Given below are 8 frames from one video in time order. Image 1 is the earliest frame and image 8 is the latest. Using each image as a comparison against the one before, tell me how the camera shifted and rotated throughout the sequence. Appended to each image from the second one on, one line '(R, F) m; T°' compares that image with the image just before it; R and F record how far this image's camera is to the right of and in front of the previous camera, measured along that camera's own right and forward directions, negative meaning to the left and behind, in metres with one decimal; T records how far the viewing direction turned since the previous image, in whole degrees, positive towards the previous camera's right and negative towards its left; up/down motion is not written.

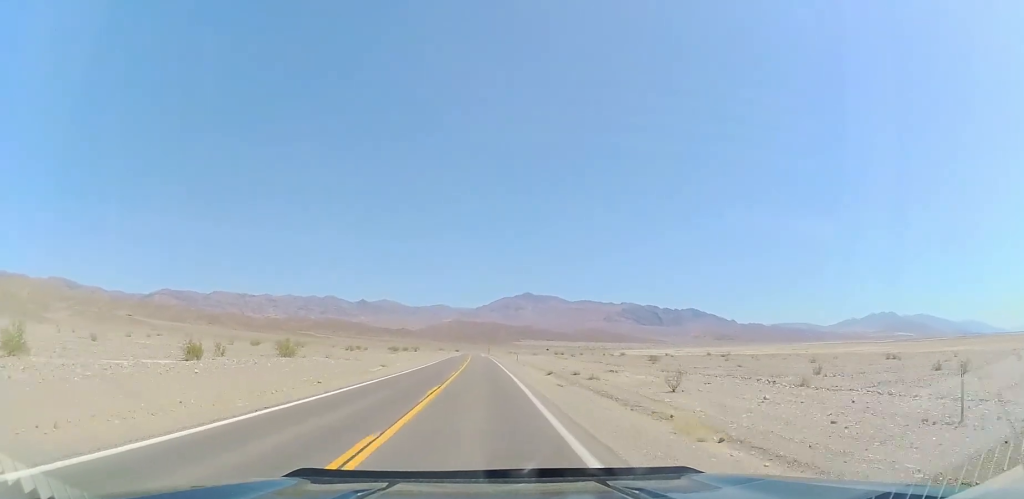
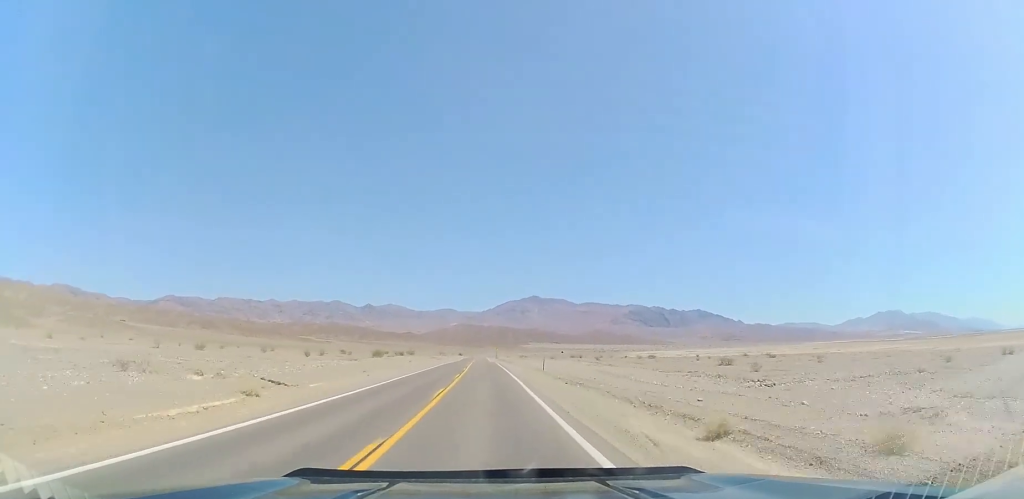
(+0.5, +28.6) m; -1°
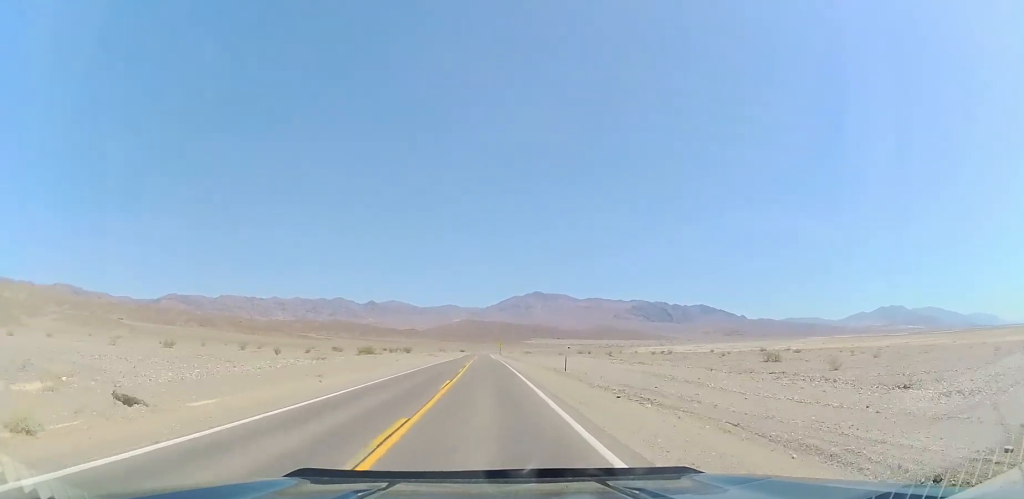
(-0.3, +11.8) m; 0°
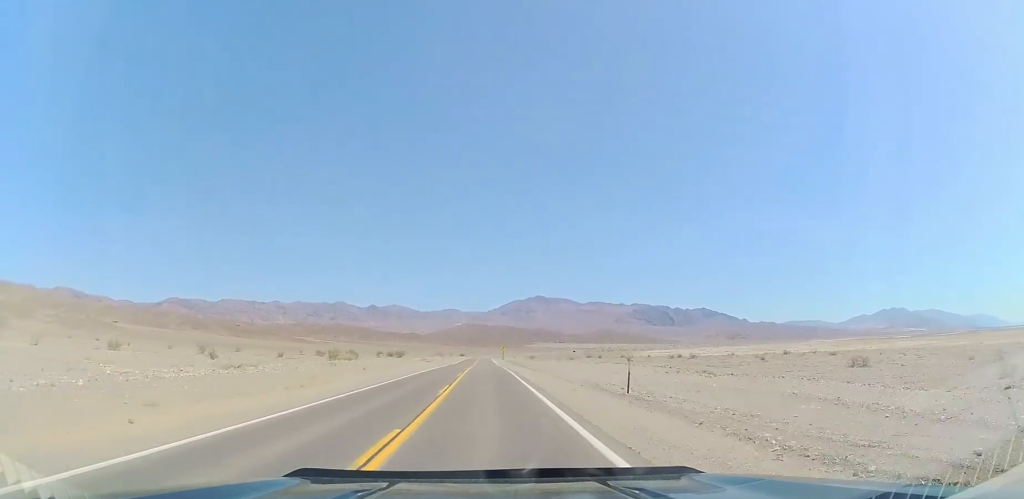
(-0.4, +15.8) m; -1°
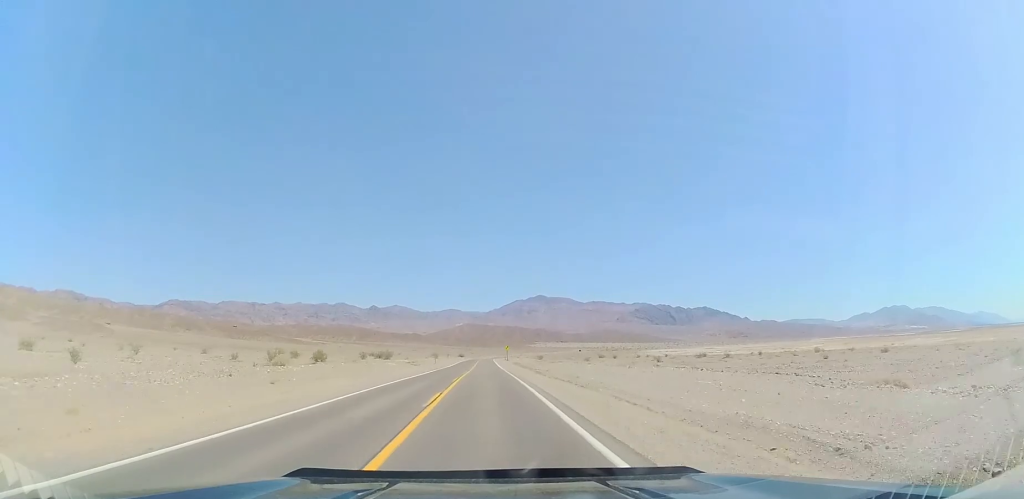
(+0.2, +18.8) m; +1°
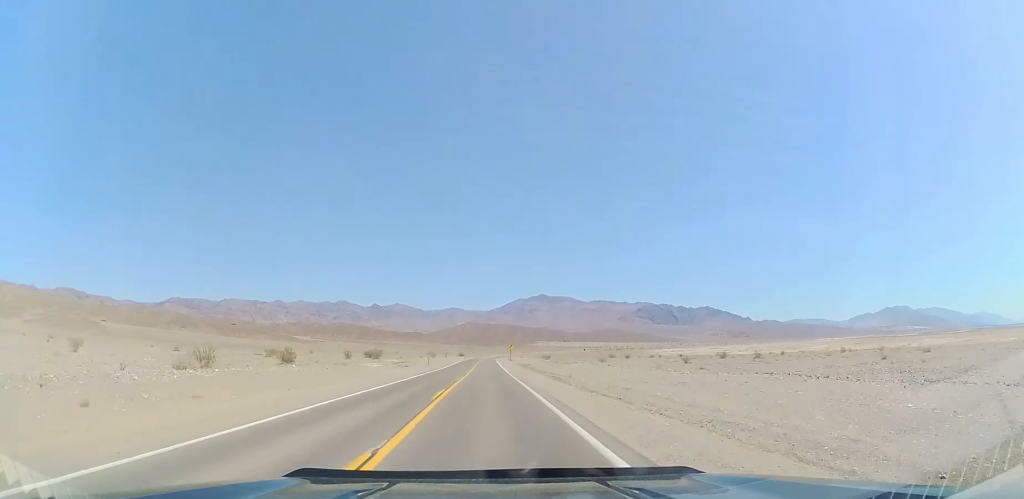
(+0.1, +12.8) m; +1°
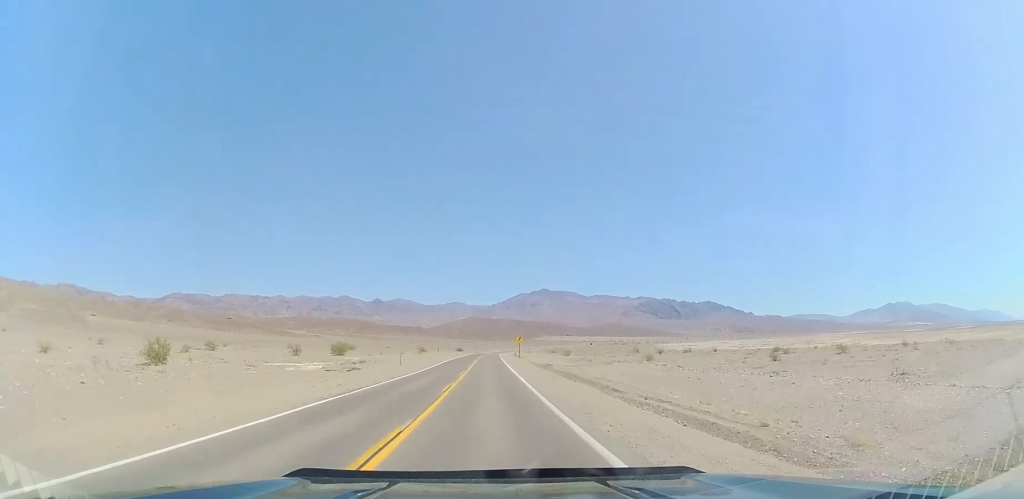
(+0.1, +26.6) m; 0°
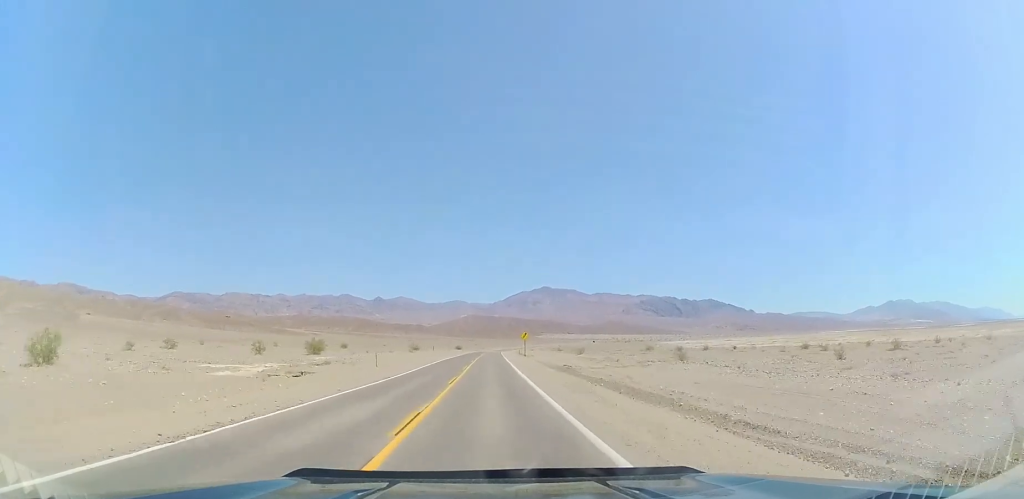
(0.0, +11.8) m; 0°
